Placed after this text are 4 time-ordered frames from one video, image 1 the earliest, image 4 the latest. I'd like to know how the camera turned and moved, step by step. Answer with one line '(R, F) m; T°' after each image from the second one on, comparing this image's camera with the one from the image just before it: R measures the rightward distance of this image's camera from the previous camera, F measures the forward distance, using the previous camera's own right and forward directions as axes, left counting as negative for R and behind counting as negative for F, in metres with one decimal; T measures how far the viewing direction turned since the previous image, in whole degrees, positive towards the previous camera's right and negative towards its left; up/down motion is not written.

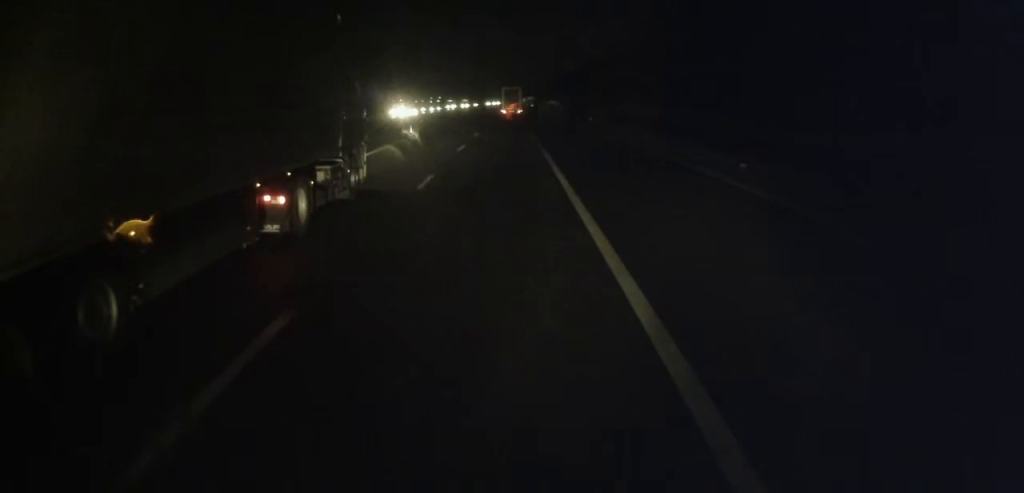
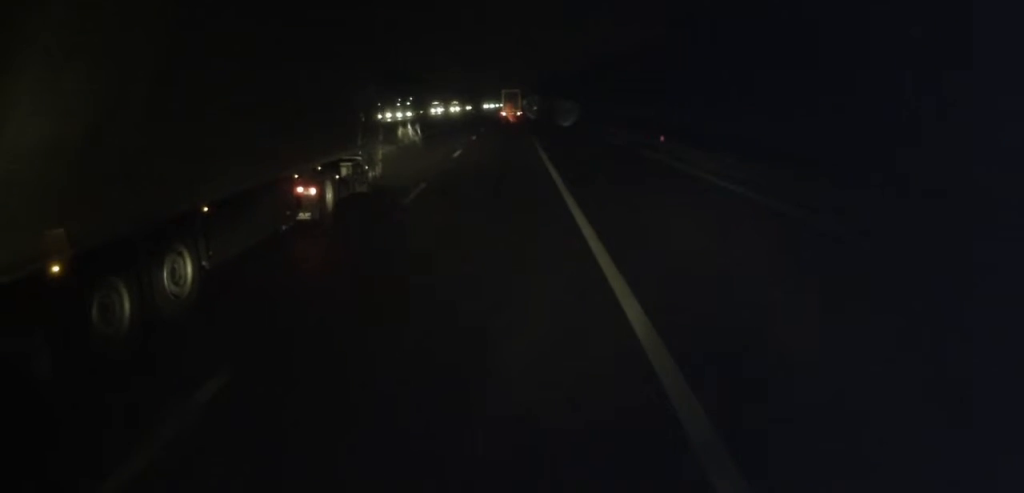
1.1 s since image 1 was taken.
(-0.3, +25.2) m; 0°
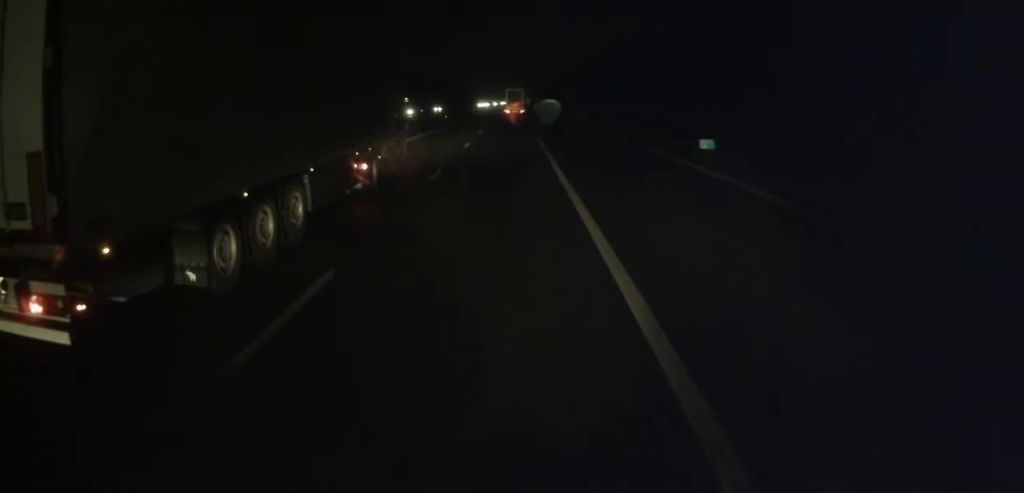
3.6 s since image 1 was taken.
(+0.7, +56.6) m; +1°
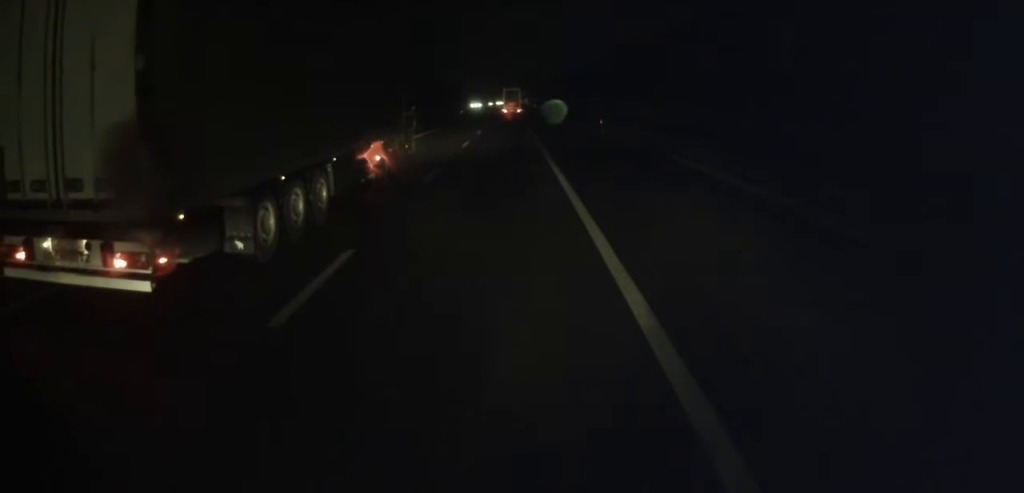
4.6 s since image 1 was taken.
(-0.1, +23.0) m; -1°
